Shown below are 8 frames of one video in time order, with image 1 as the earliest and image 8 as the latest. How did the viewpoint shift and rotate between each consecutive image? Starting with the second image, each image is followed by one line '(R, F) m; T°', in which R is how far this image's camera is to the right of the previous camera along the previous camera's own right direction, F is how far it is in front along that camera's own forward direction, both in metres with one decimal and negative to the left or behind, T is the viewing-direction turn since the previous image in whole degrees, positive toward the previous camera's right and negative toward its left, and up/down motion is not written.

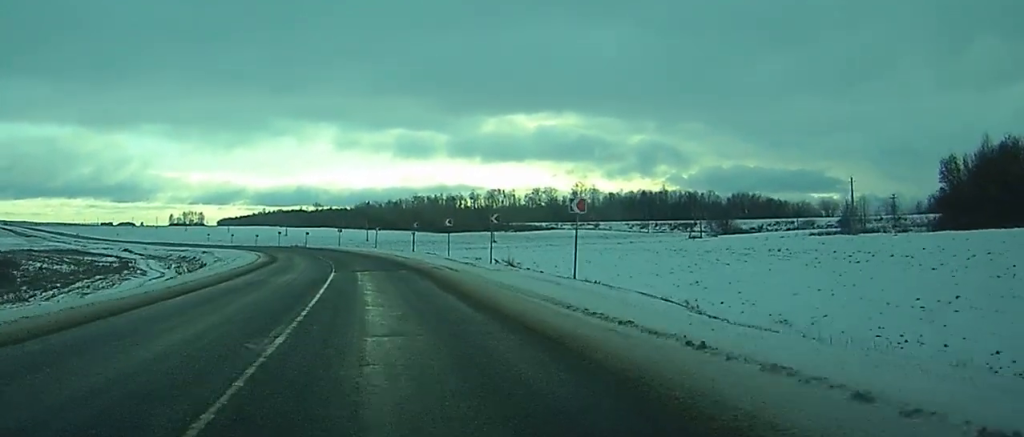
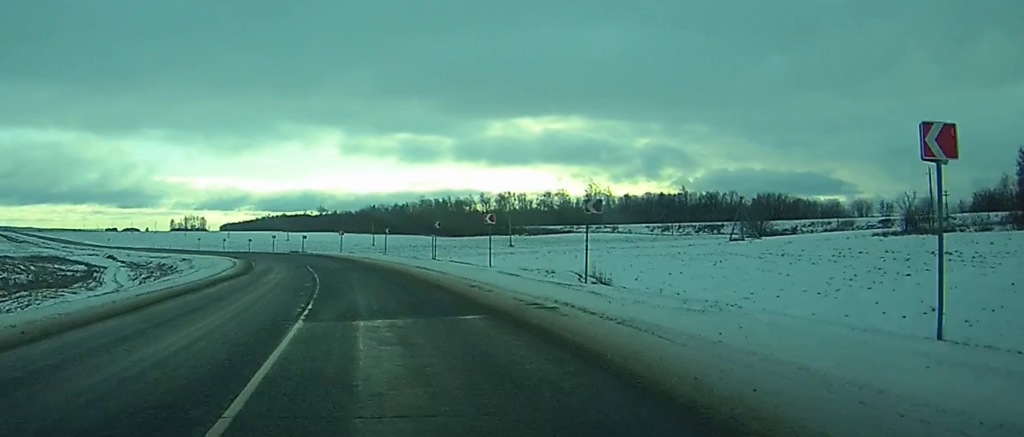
(0.0, +20.9) m; 0°
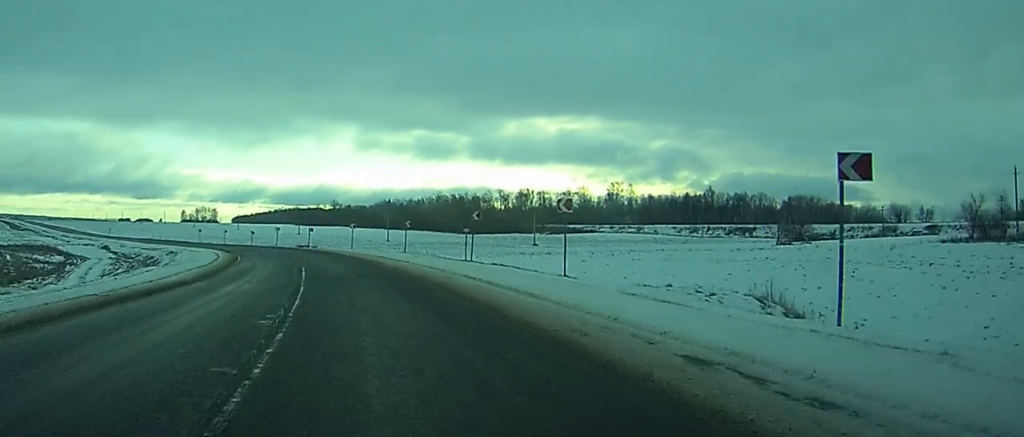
(0.0, +15.9) m; 0°
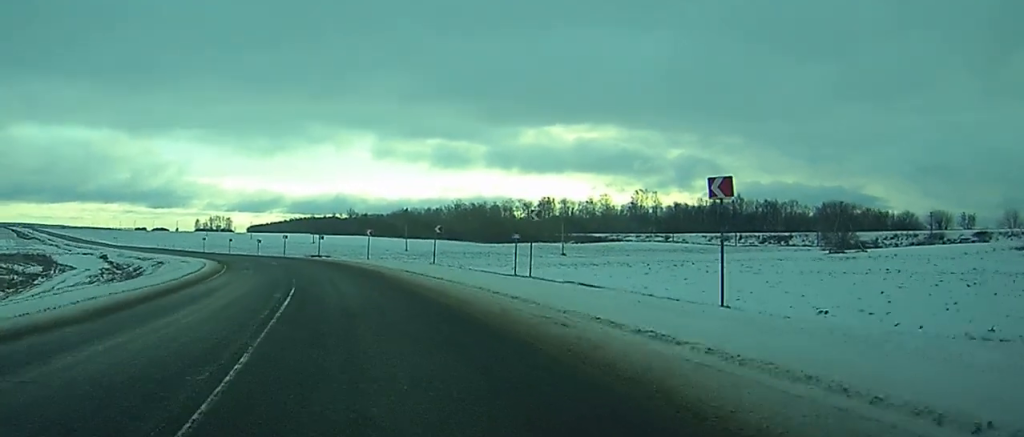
(-0.1, +14.3) m; -1°
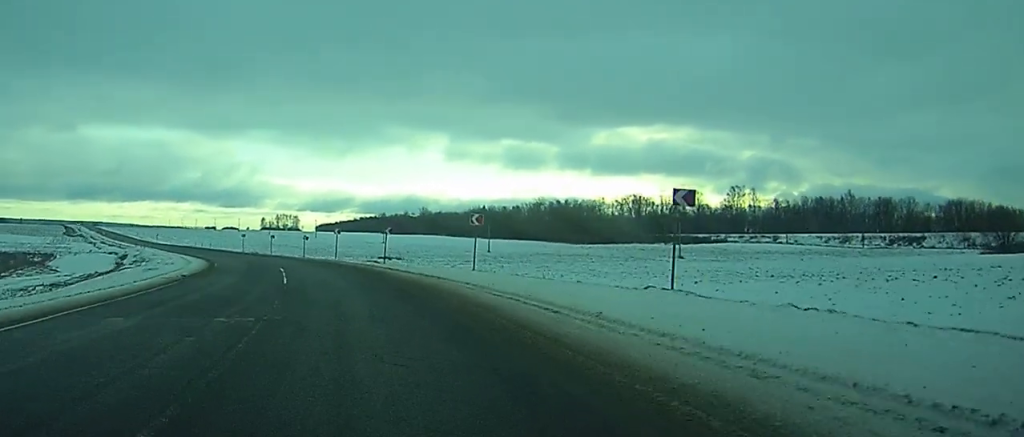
(-1.3, +36.4) m; -4°
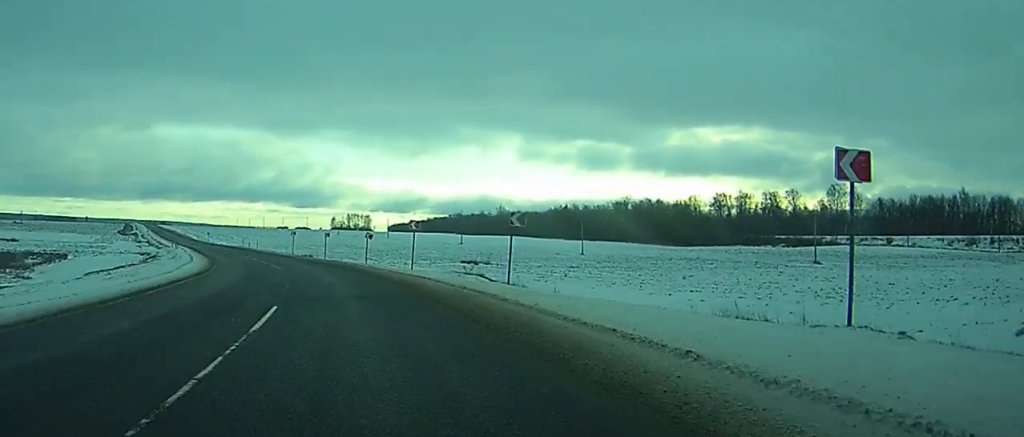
(-0.5, +28.9) m; -4°
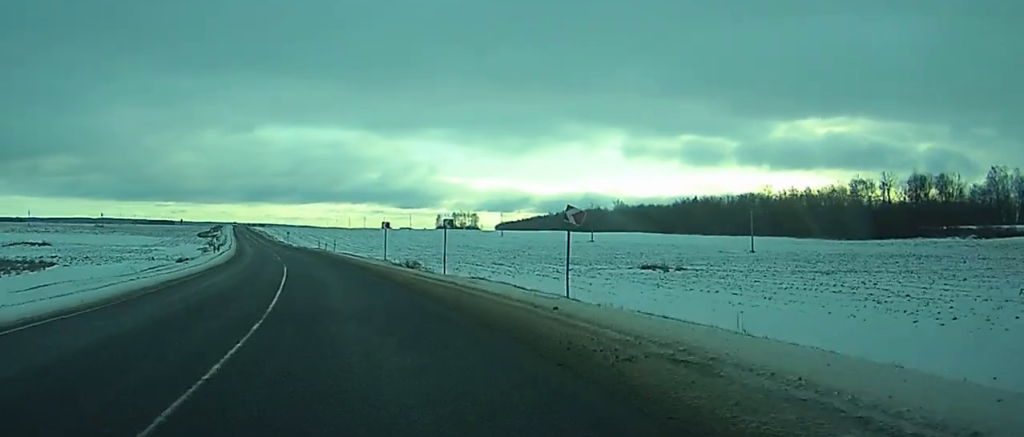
(-3.0, +44.6) m; -8°
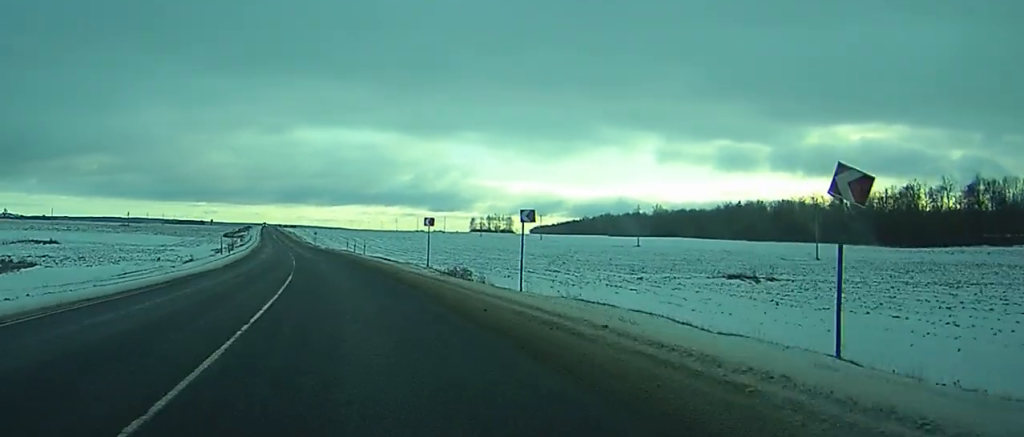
(0.0, +14.0) m; -3°
